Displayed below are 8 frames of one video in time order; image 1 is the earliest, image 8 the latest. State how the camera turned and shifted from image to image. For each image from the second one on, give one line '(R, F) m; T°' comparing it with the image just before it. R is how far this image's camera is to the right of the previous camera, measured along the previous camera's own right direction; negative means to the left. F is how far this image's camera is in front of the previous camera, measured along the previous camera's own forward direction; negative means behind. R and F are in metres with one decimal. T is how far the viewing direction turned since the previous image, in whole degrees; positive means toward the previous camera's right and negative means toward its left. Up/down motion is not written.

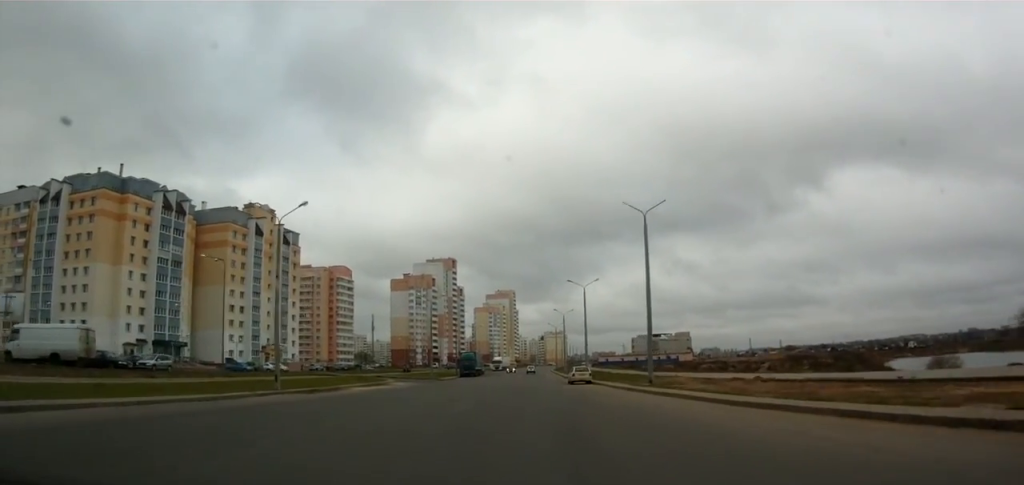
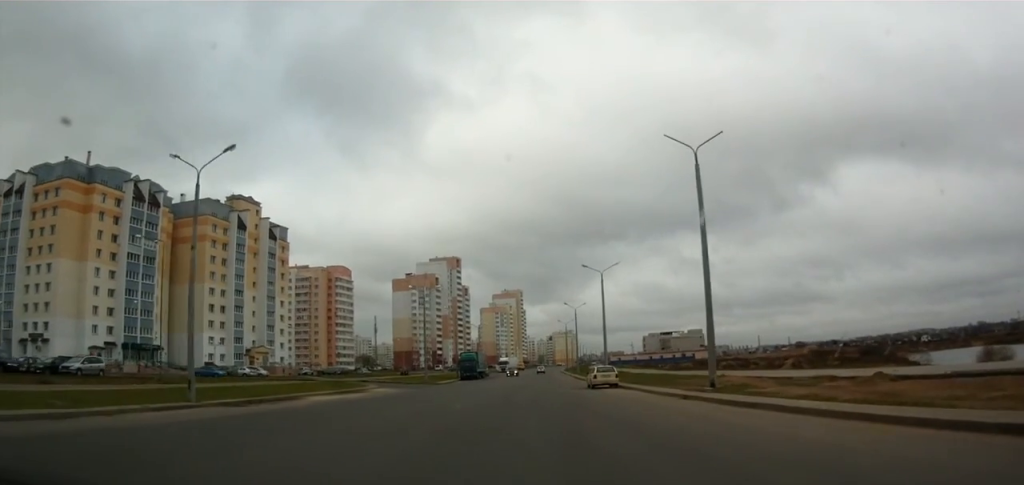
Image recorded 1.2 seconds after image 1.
(0.0, +11.4) m; -2°
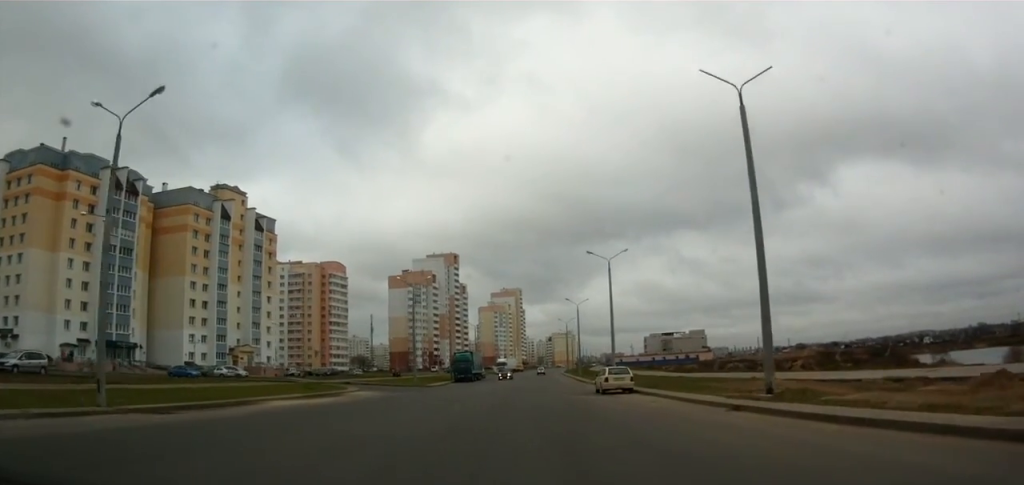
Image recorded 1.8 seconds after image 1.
(-0.2, +6.5) m; -1°
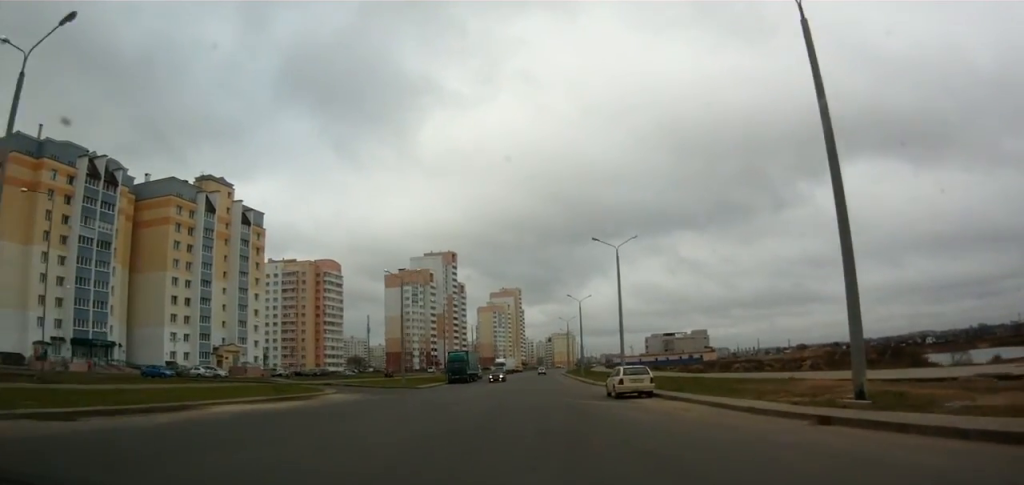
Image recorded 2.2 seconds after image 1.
(-0.1, +5.3) m; 0°
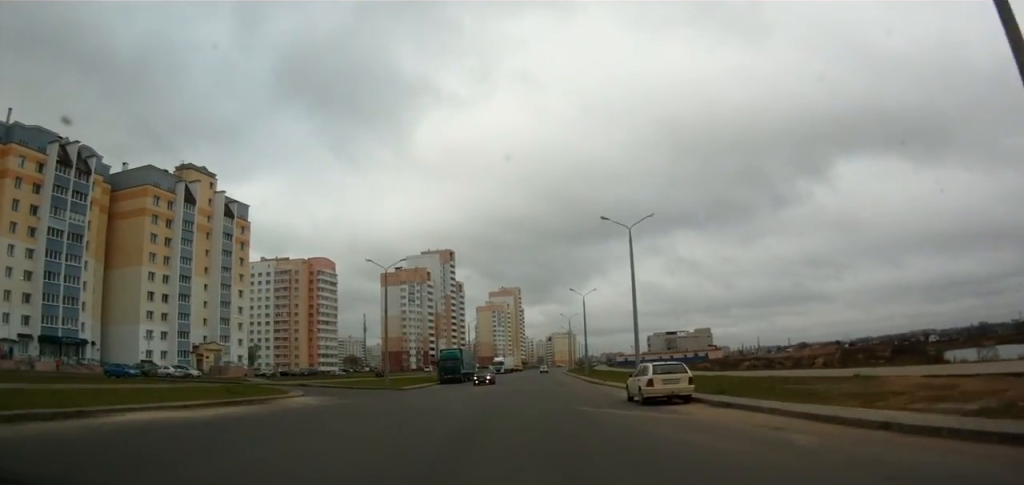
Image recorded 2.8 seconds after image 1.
(0.0, +6.5) m; +1°
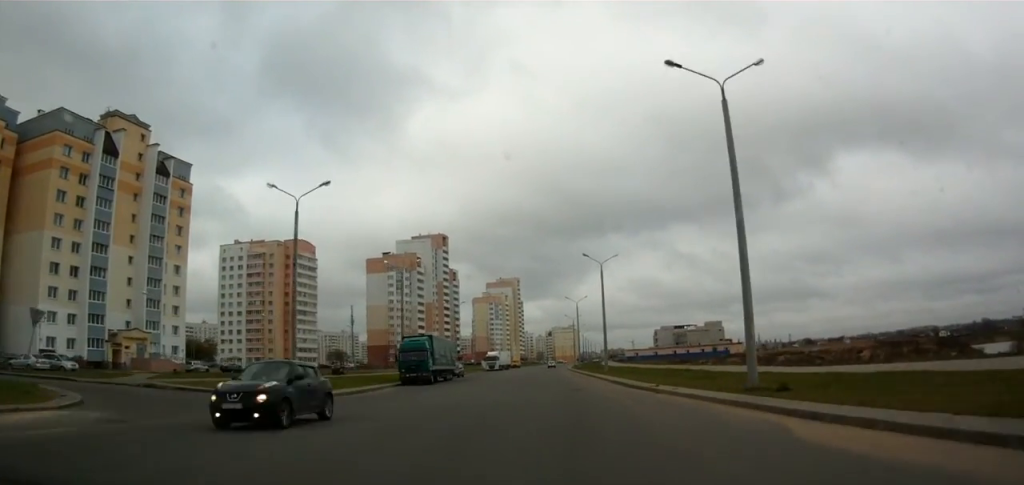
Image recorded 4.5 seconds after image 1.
(+0.3, +21.4) m; +1°
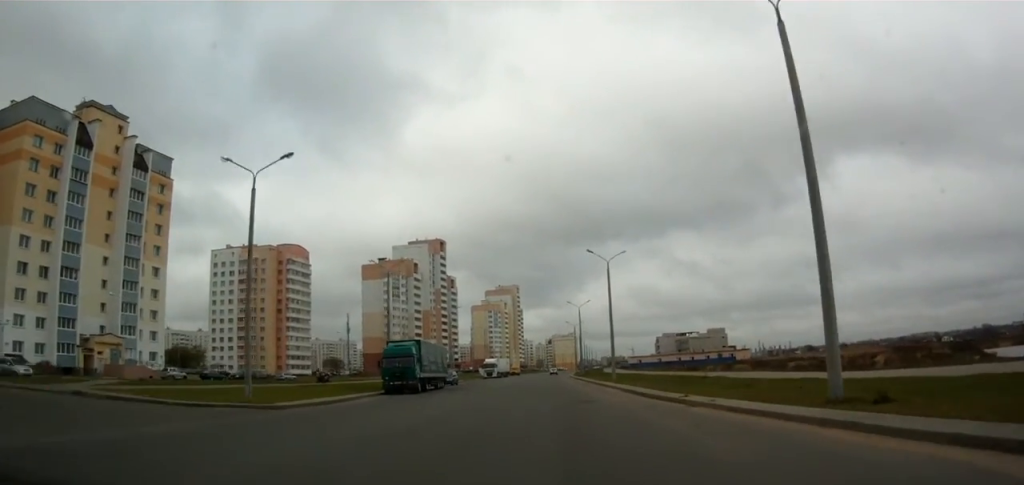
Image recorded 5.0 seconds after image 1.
(0.0, +5.7) m; 0°
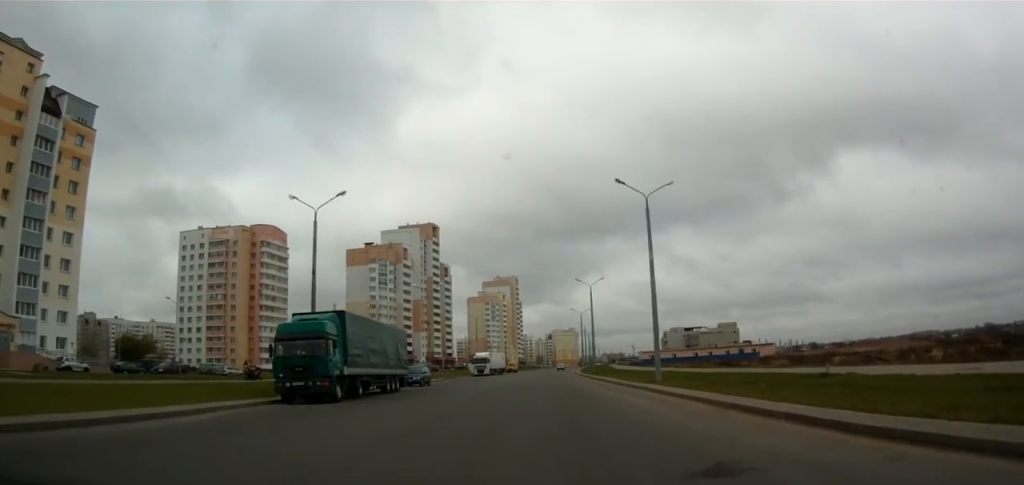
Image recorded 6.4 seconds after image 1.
(-0.1, +19.0) m; -2°
